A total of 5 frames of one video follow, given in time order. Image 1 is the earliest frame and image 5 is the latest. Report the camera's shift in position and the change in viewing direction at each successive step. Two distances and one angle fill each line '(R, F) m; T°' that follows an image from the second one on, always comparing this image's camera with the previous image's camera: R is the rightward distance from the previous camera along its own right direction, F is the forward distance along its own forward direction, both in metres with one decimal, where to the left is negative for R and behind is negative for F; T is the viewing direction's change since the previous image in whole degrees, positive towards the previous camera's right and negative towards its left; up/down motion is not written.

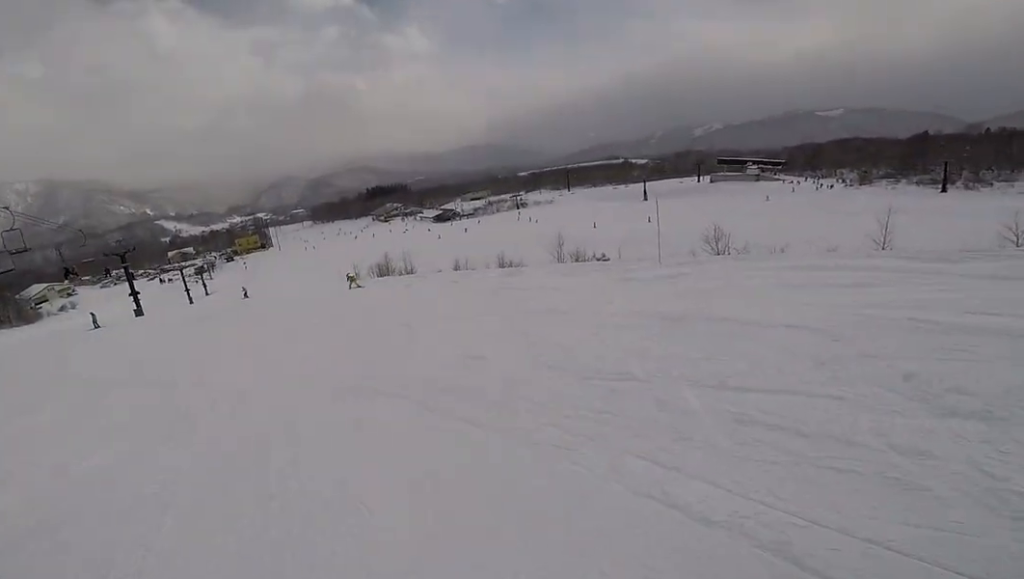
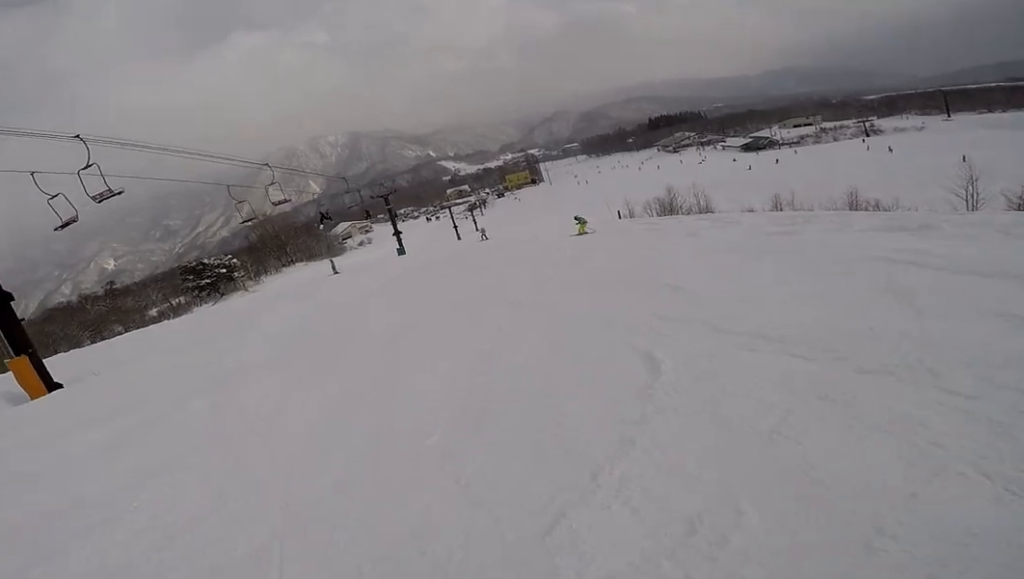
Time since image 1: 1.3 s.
(-1.3, +5.2) m; -47°
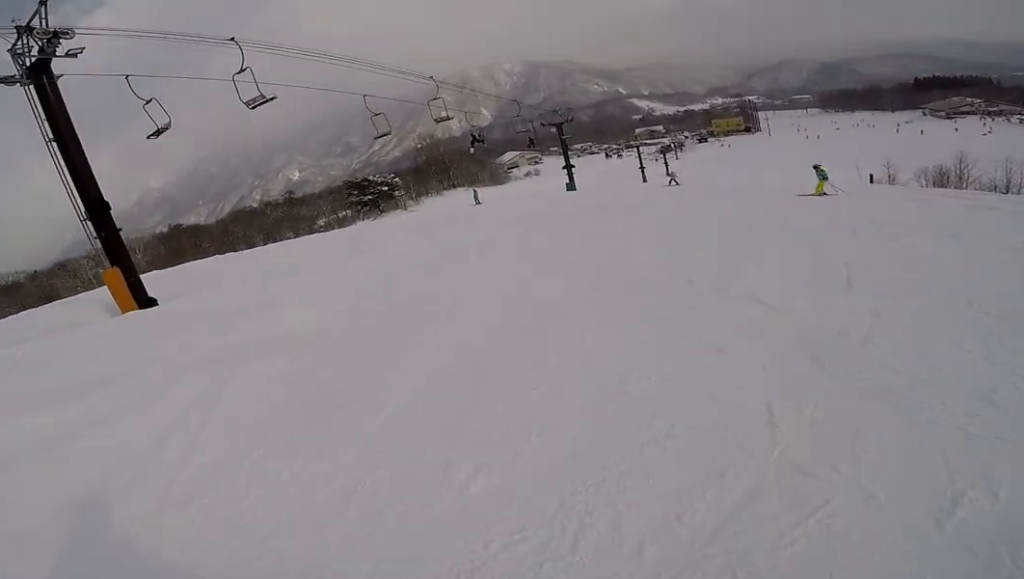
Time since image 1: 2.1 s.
(-1.3, +2.8) m; -21°
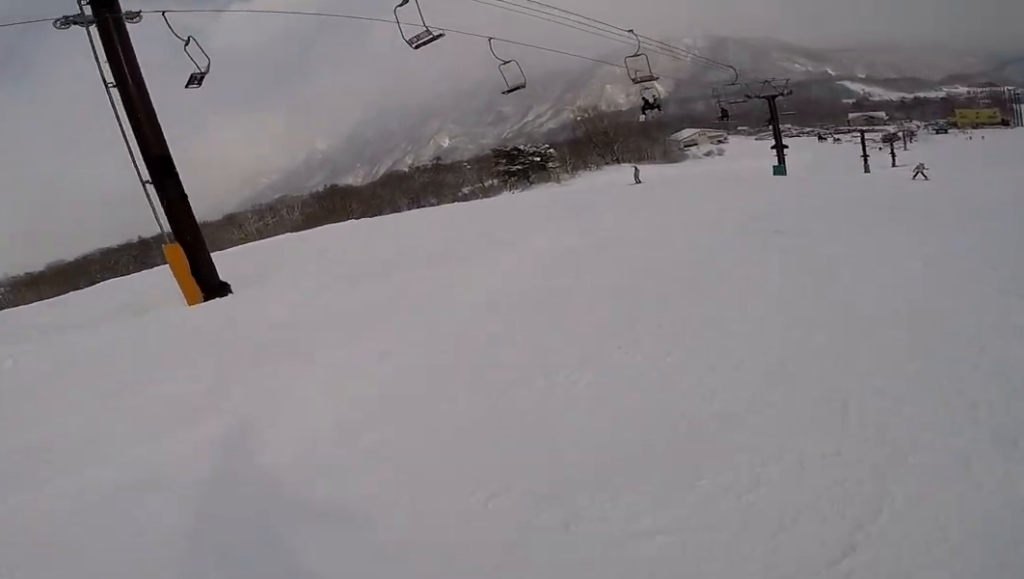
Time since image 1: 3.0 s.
(-0.5, +4.0) m; +2°
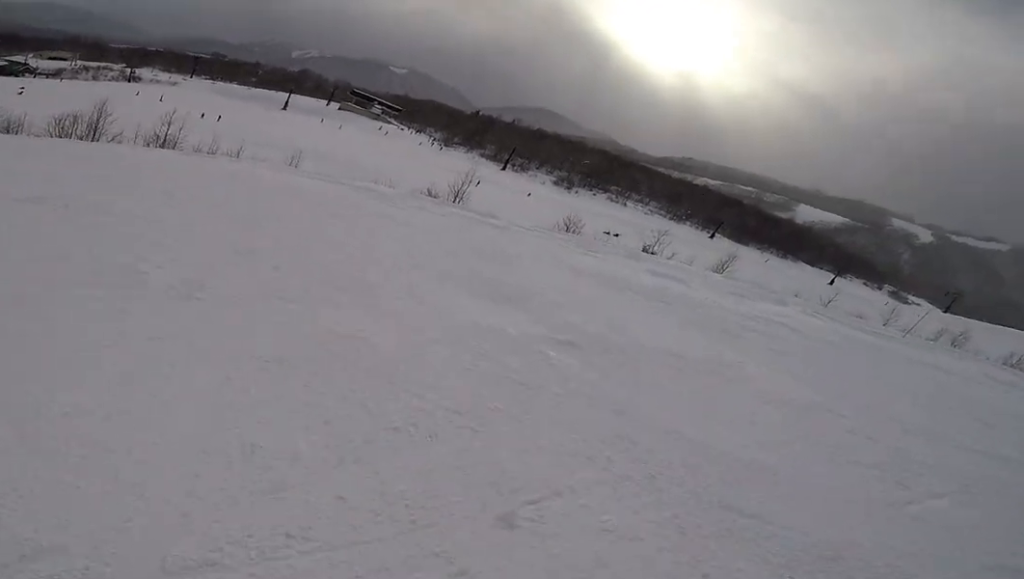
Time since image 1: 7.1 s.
(+6.3, +8.1) m; +98°
